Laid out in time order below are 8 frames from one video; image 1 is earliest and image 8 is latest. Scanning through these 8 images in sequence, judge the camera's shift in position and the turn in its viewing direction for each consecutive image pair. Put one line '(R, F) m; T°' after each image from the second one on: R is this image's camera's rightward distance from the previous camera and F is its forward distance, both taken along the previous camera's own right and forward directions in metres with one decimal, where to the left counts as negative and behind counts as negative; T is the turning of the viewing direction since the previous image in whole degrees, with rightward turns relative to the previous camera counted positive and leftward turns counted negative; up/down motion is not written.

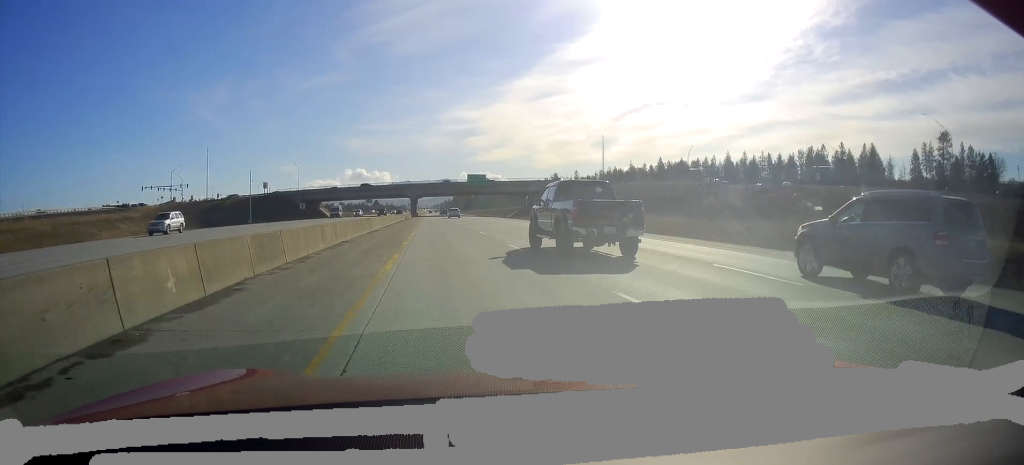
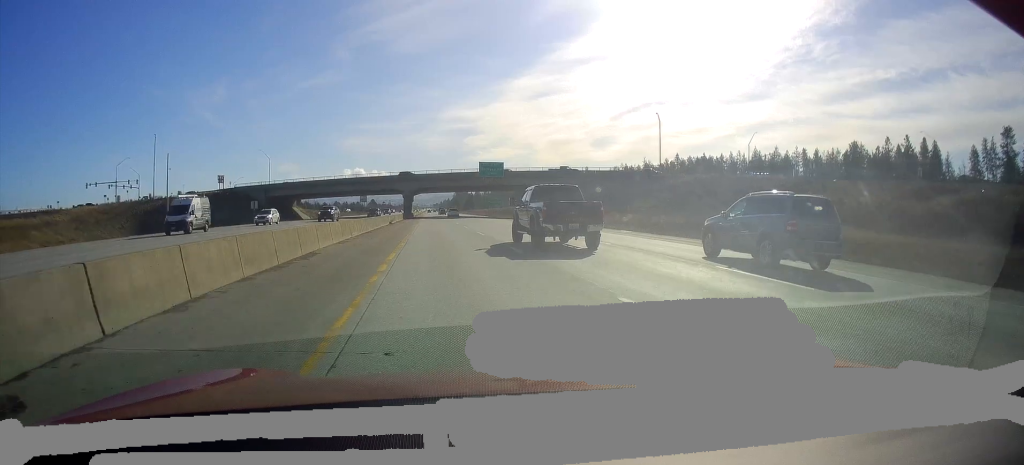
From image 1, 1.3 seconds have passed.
(-0.5, +36.8) m; -1°
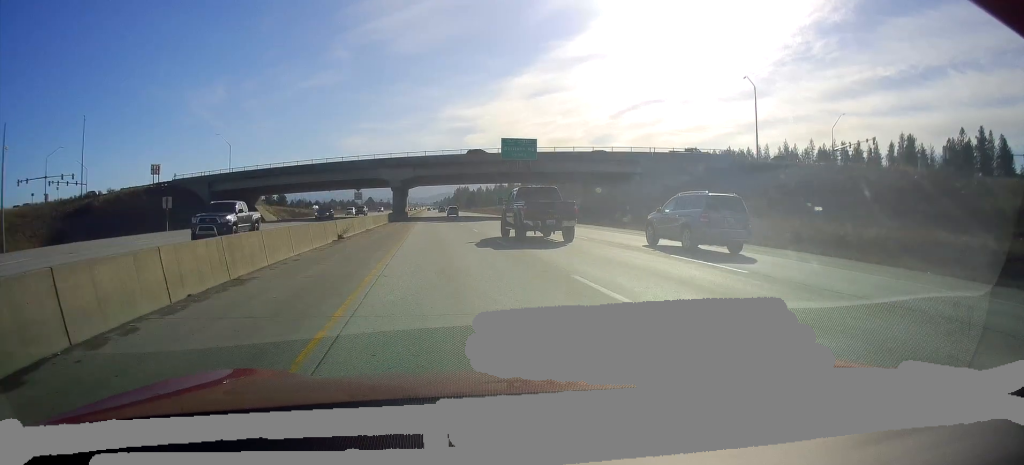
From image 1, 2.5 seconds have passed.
(+0.1, +34.4) m; +1°
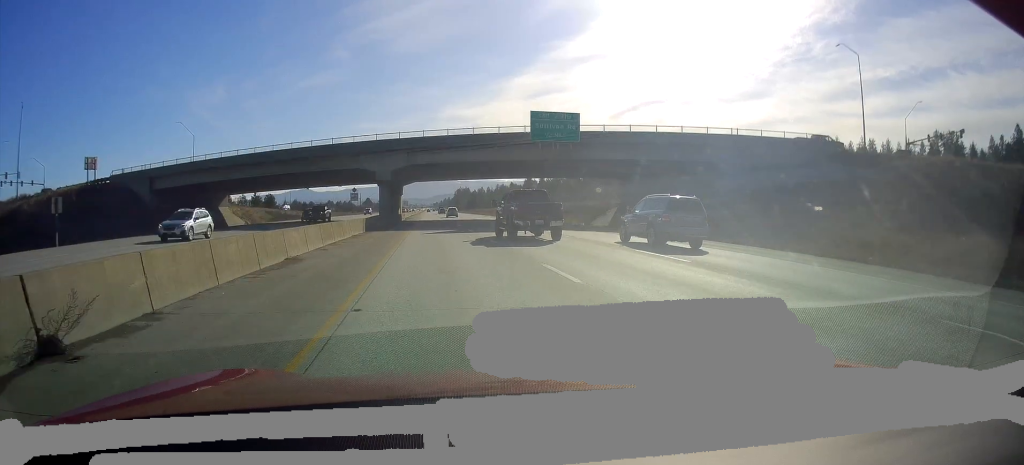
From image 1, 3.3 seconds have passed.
(+0.3, +21.4) m; 0°
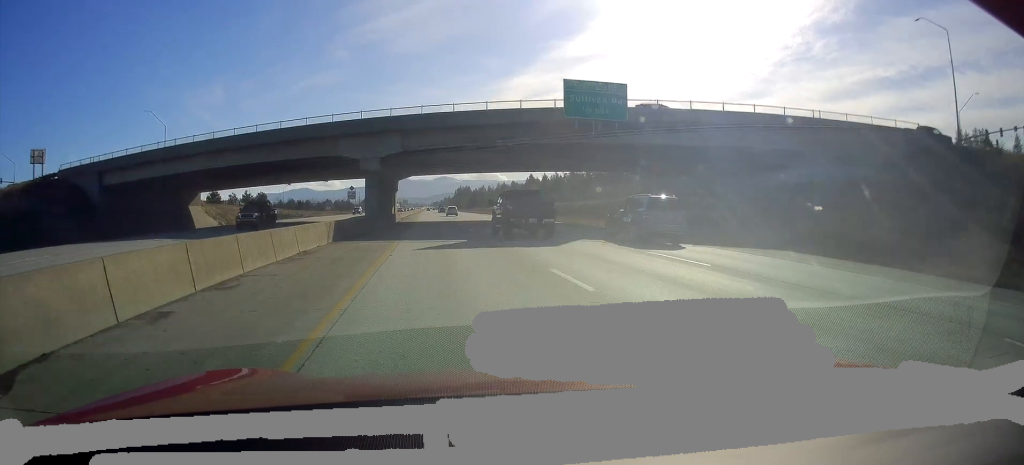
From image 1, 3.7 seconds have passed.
(-0.1, +13.1) m; 0°
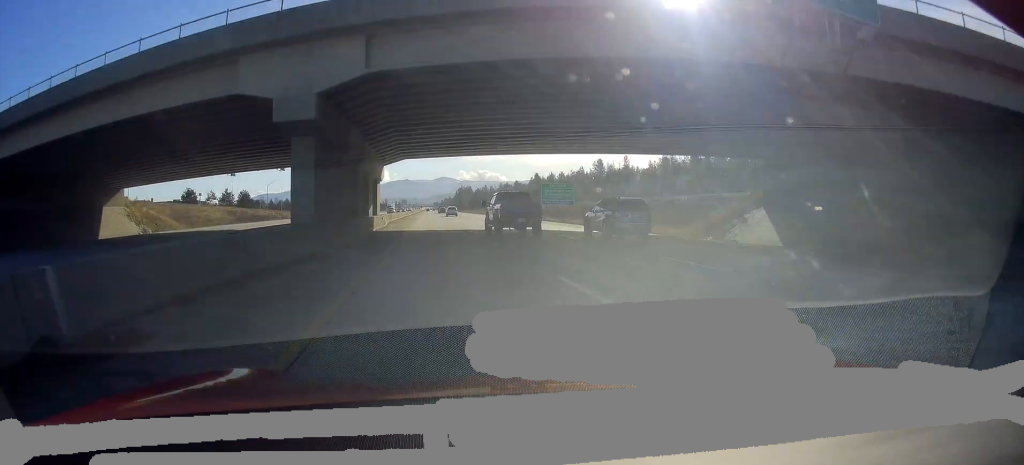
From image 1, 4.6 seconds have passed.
(-0.3, +26.2) m; -1°
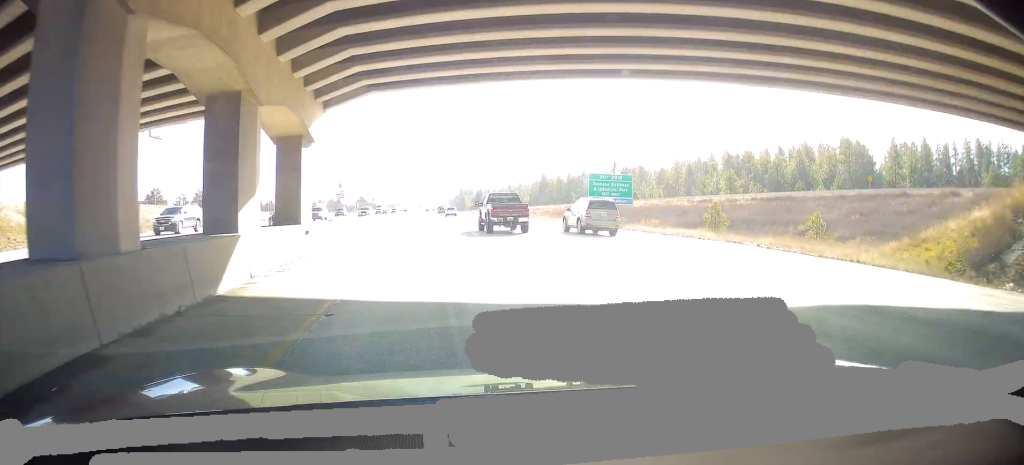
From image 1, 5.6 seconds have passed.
(-0.1, +28.7) m; +1°
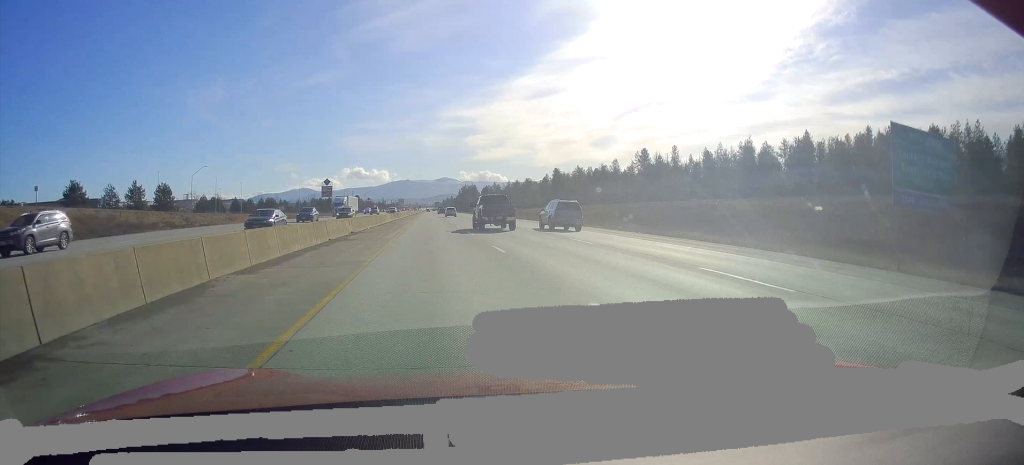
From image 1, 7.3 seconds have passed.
(+1.7, +47.6) m; +1°
